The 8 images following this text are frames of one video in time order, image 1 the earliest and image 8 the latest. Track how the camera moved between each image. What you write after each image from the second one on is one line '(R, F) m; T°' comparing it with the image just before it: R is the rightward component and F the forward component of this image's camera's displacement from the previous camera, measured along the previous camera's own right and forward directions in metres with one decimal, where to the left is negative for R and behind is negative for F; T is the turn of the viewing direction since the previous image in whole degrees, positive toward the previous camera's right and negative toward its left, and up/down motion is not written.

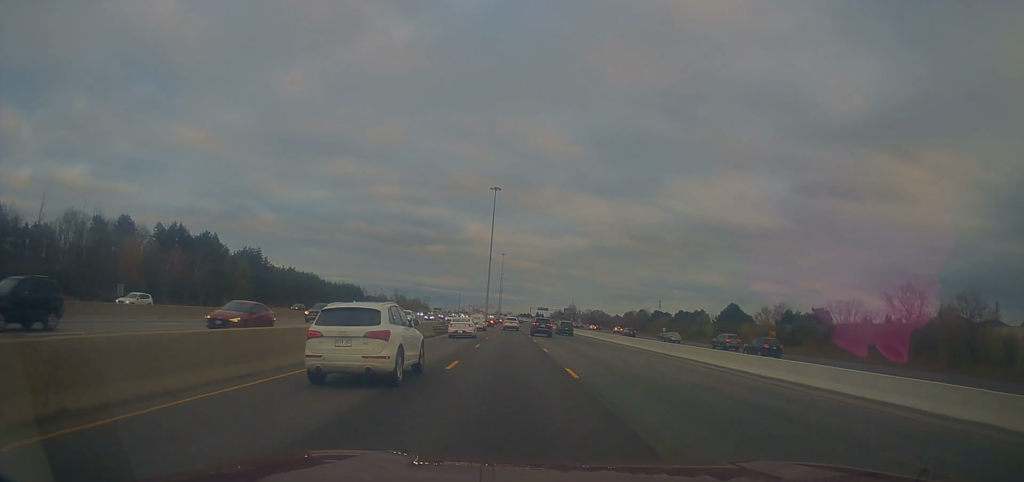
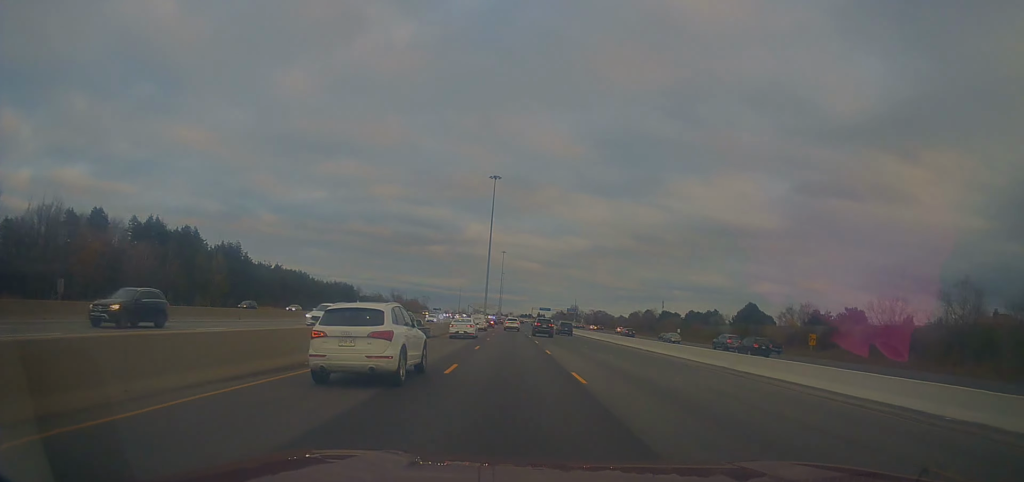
(+0.2, +13.1) m; -1°
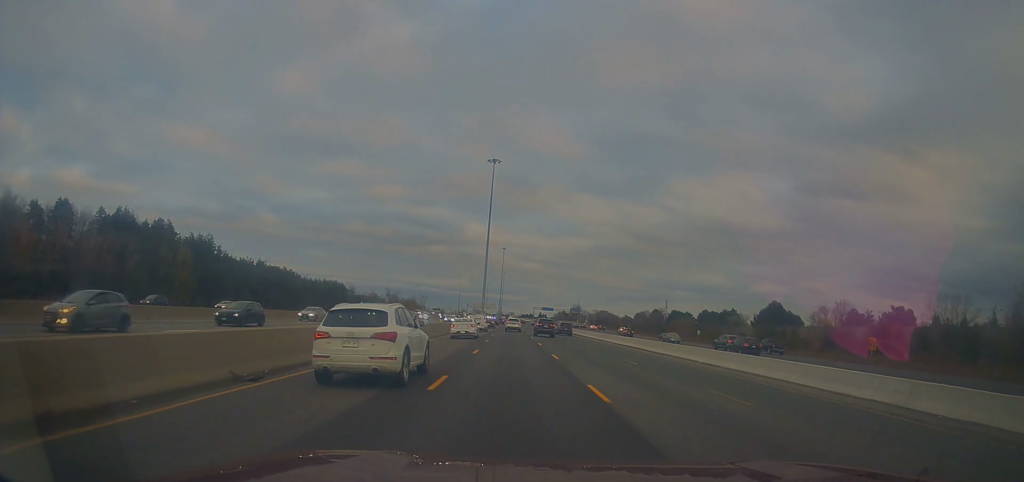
(-0.5, +15.2) m; 0°
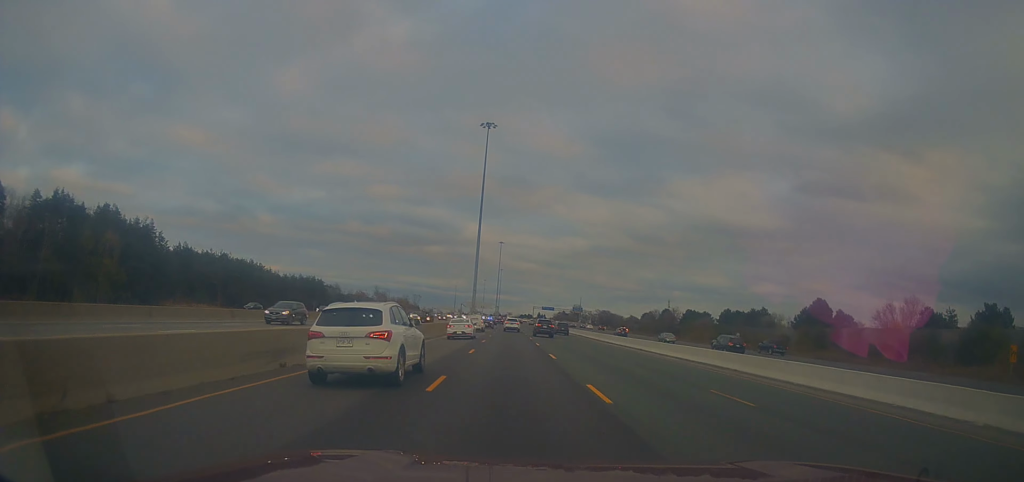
(-0.2, +24.2) m; 0°
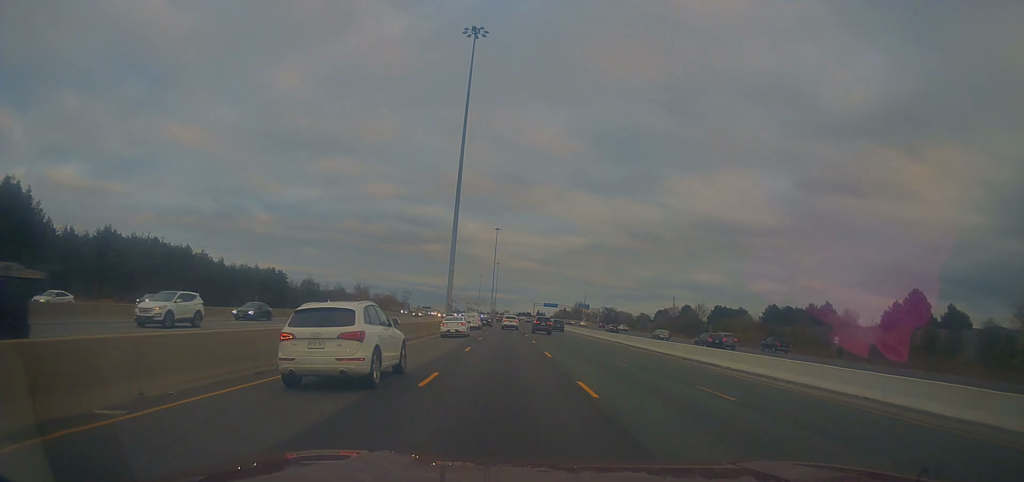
(+0.5, +35.2) m; +1°
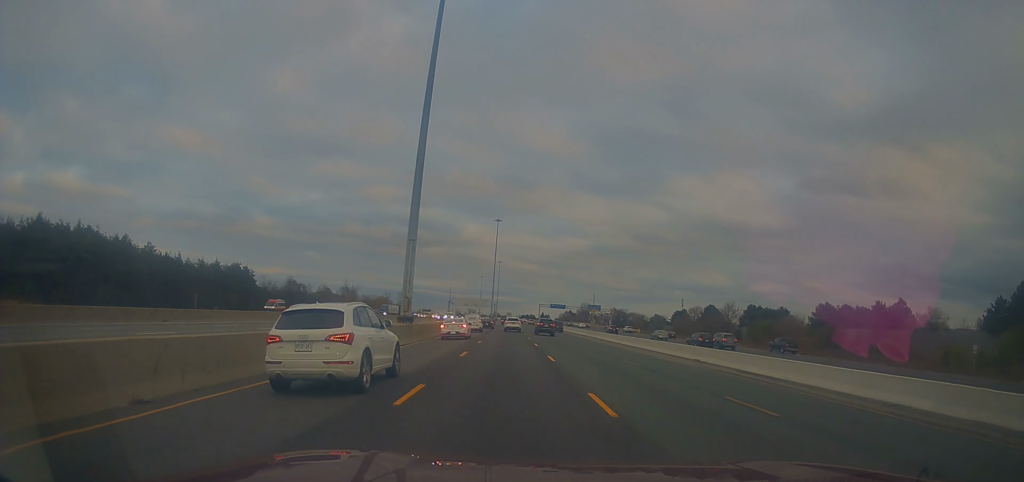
(-0.1, +26.1) m; 0°
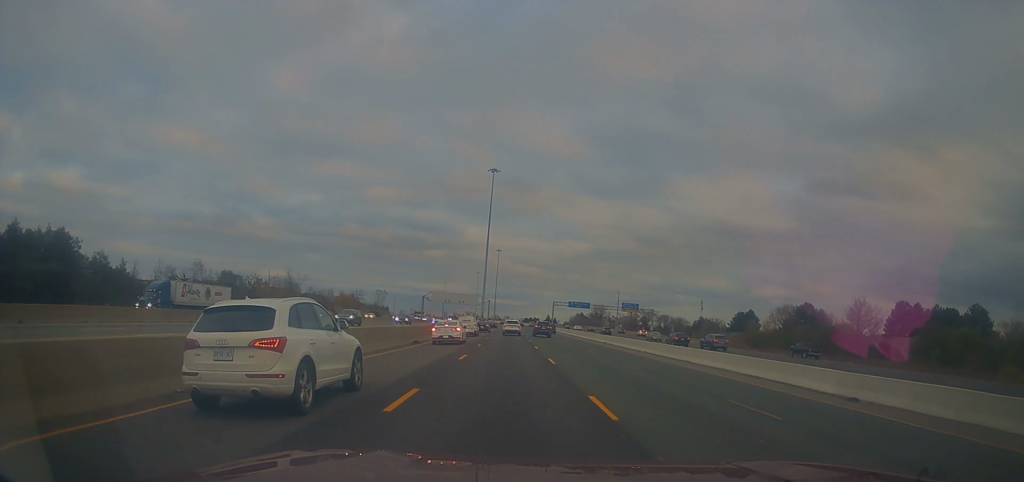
(+0.4, +72.2) m; 0°
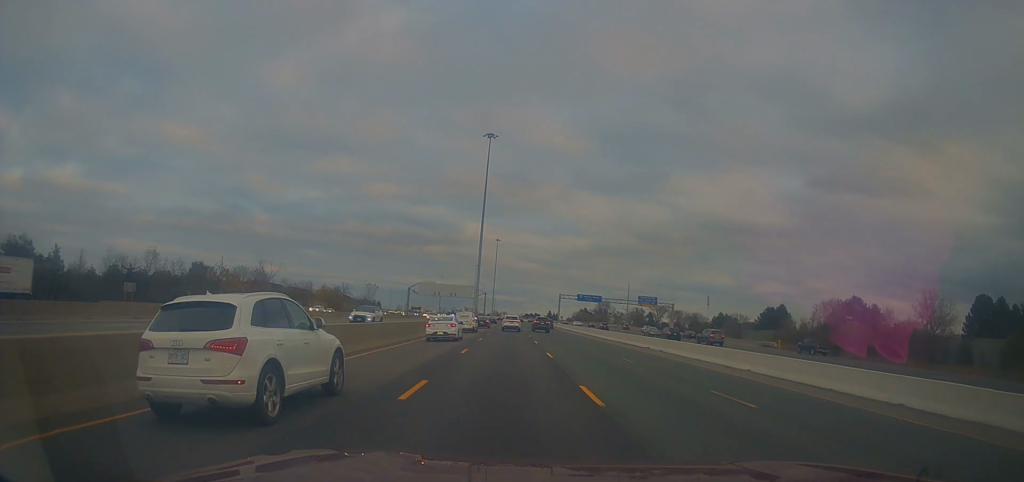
(-0.4, +23.0) m; 0°
